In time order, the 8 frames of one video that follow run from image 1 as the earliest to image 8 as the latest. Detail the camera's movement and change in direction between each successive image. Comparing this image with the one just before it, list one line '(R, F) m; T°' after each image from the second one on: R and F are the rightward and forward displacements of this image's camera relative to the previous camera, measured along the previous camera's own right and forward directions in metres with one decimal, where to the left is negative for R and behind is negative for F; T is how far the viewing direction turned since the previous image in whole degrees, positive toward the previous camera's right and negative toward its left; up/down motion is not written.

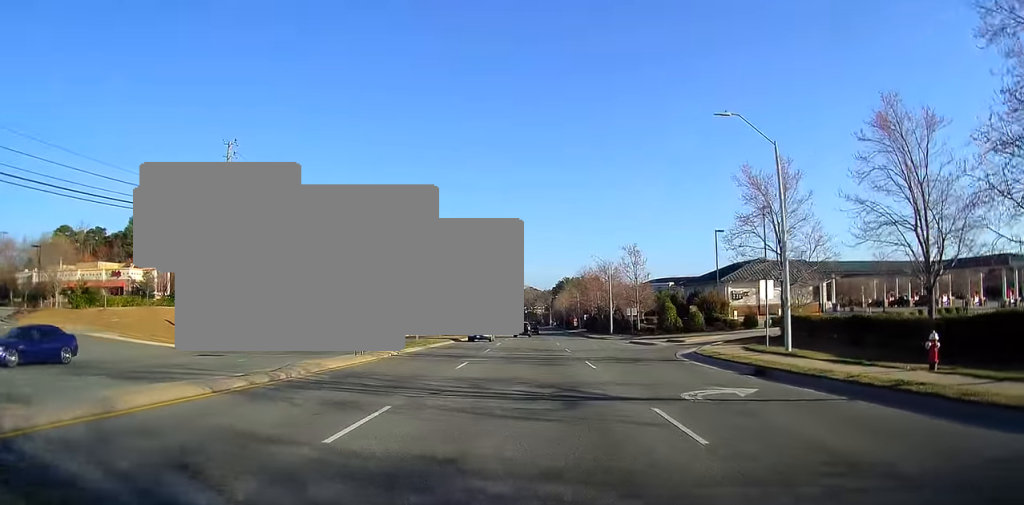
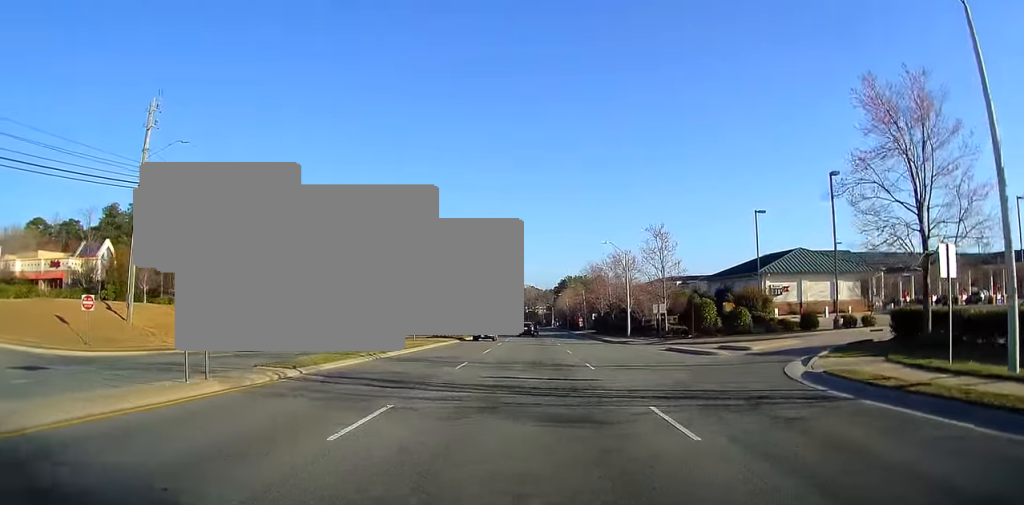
(+0.1, +12.8) m; 0°
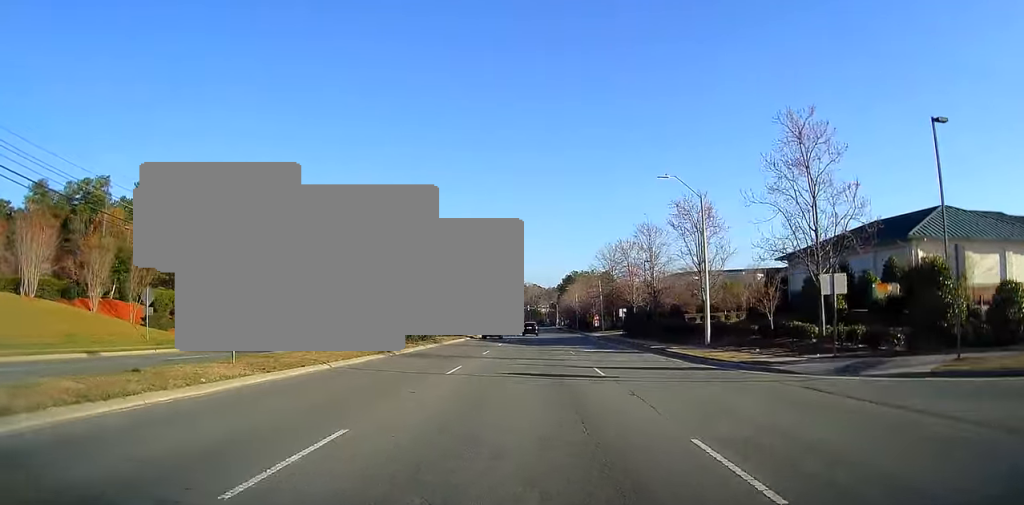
(-0.5, +28.1) m; -1°
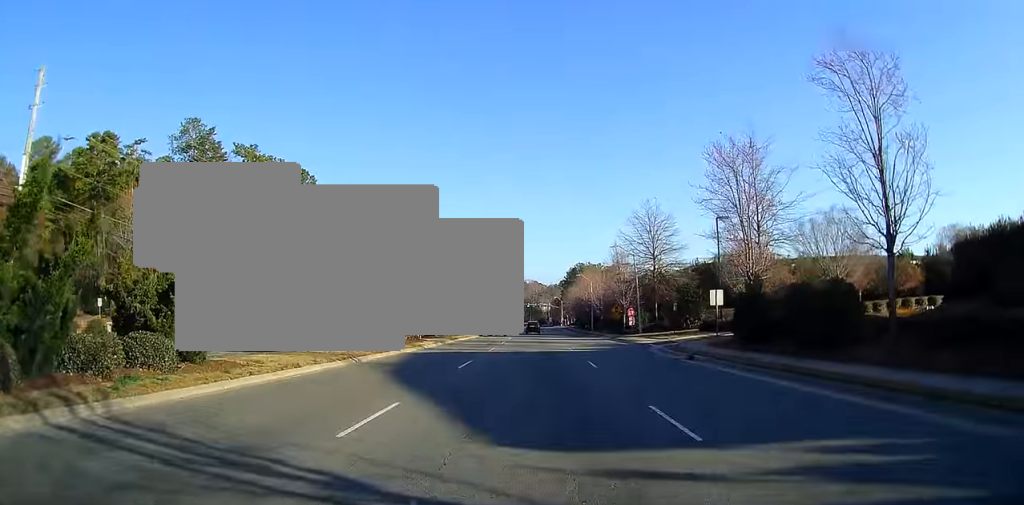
(0.0, +35.1) m; -1°
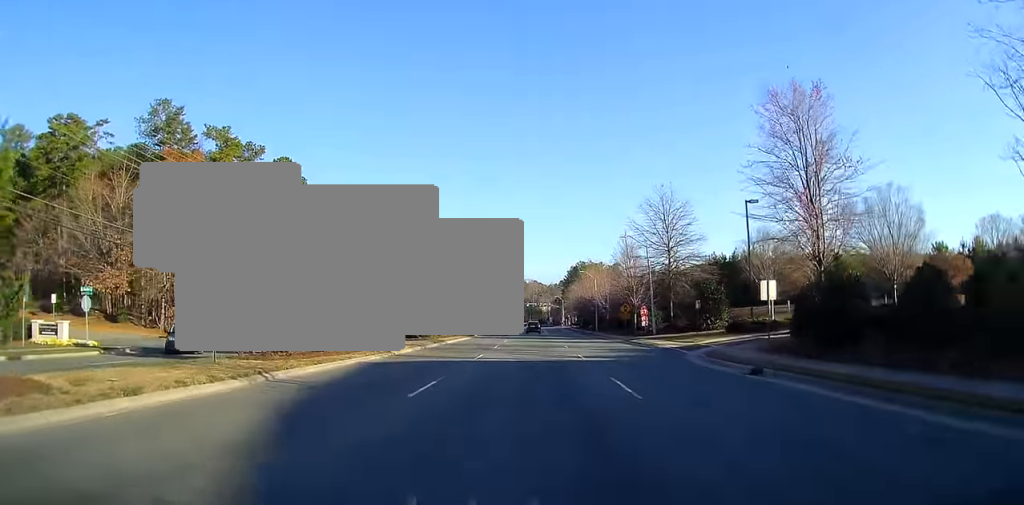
(-0.1, +7.6) m; 0°
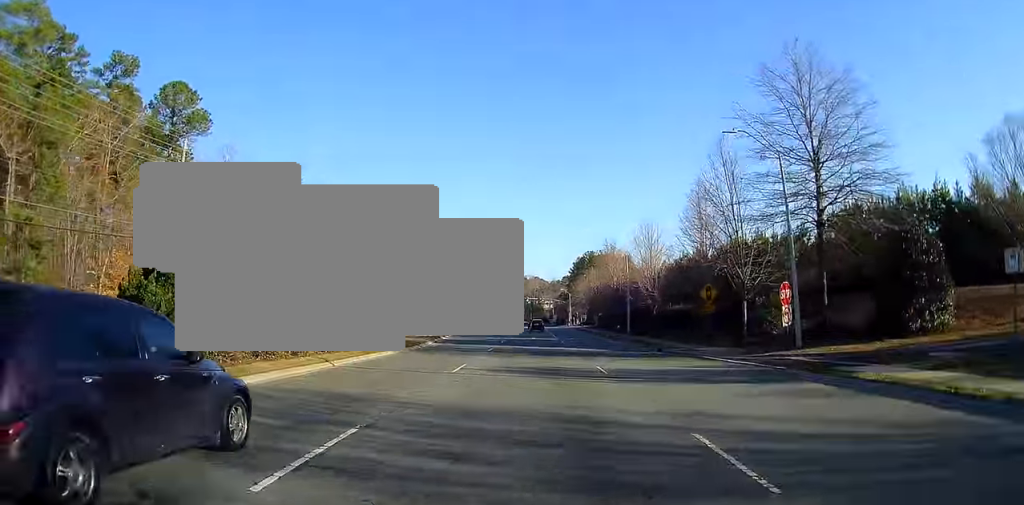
(+0.5, +32.2) m; +1°
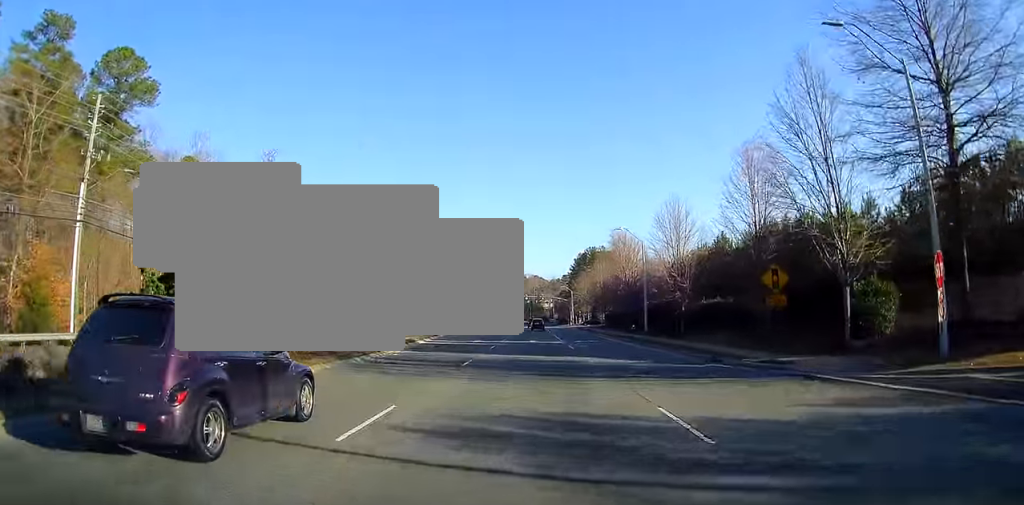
(0.0, +10.2) m; 0°
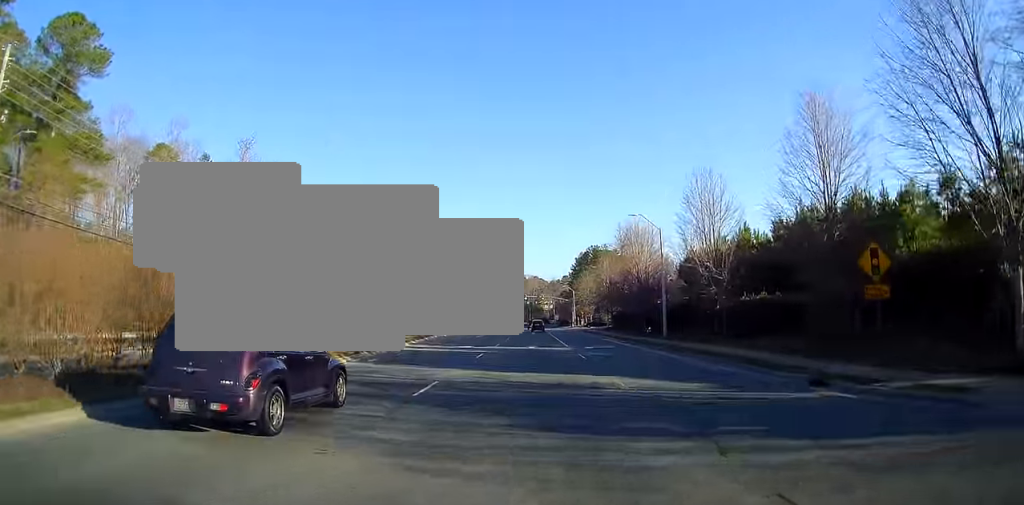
(-0.1, +8.0) m; 0°
